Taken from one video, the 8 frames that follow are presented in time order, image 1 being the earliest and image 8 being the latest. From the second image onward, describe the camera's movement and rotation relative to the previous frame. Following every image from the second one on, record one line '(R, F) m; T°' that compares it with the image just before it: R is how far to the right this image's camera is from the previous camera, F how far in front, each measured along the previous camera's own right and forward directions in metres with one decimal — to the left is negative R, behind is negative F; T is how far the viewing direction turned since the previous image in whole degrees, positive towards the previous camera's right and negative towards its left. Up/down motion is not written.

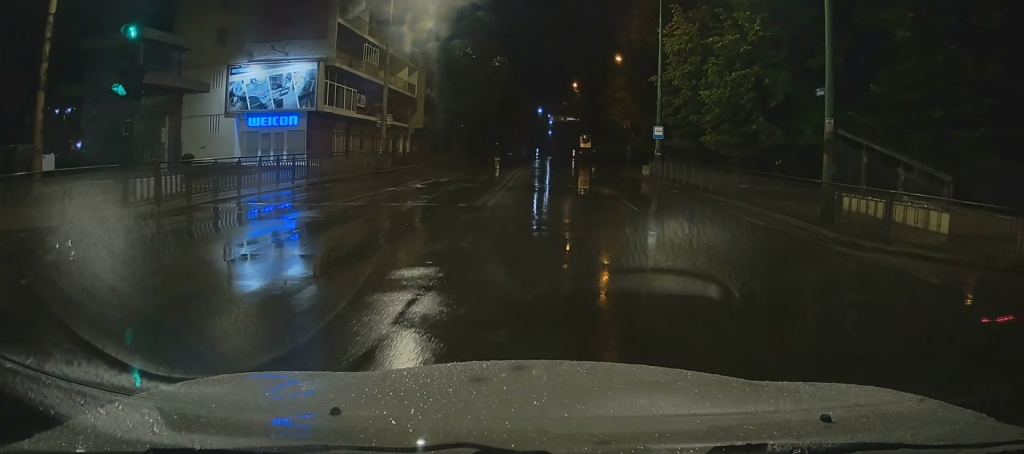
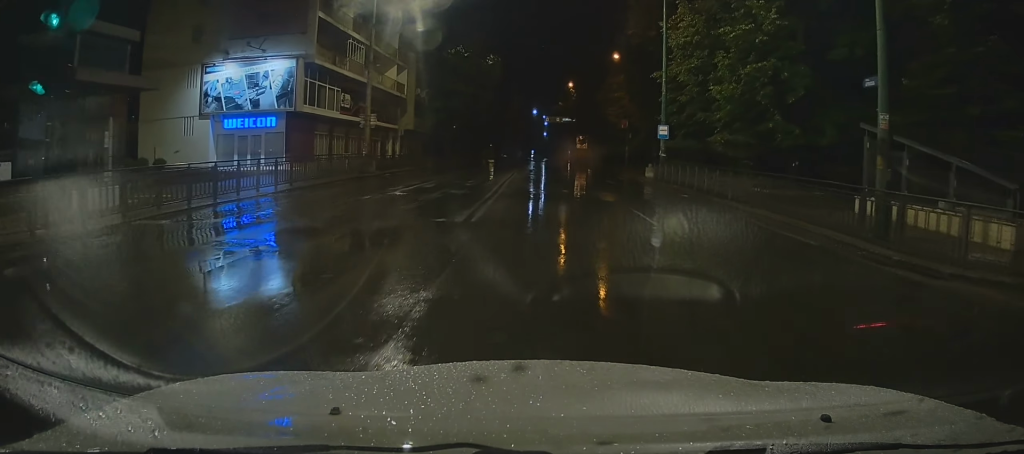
(0.0, +3.5) m; -1°
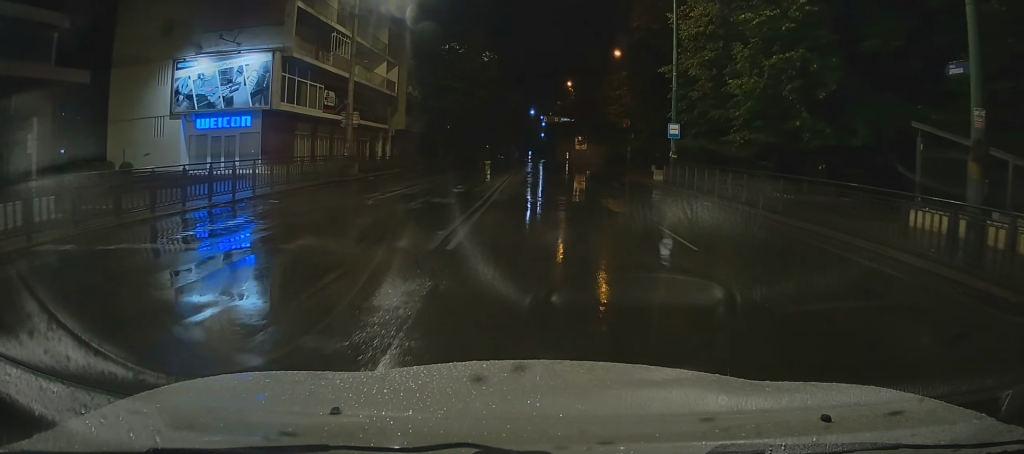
(-0.1, +4.1) m; +1°
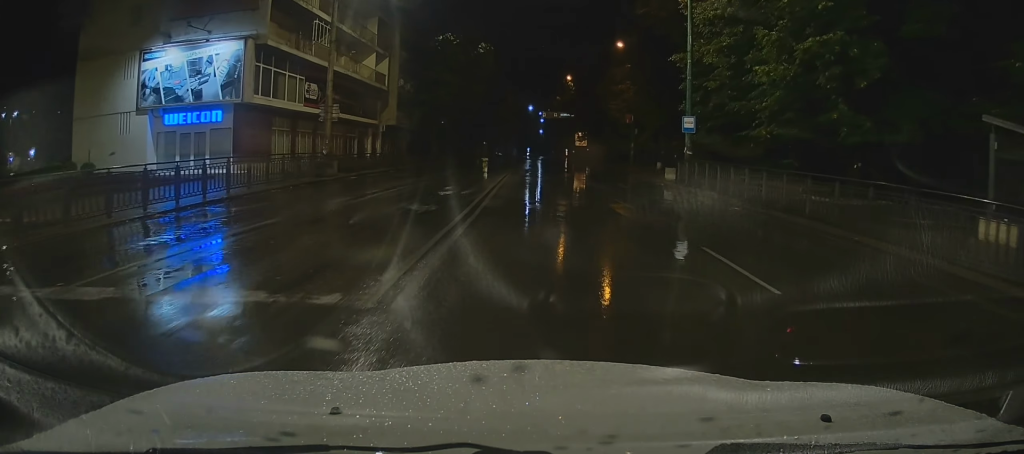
(-0.1, +4.1) m; +1°
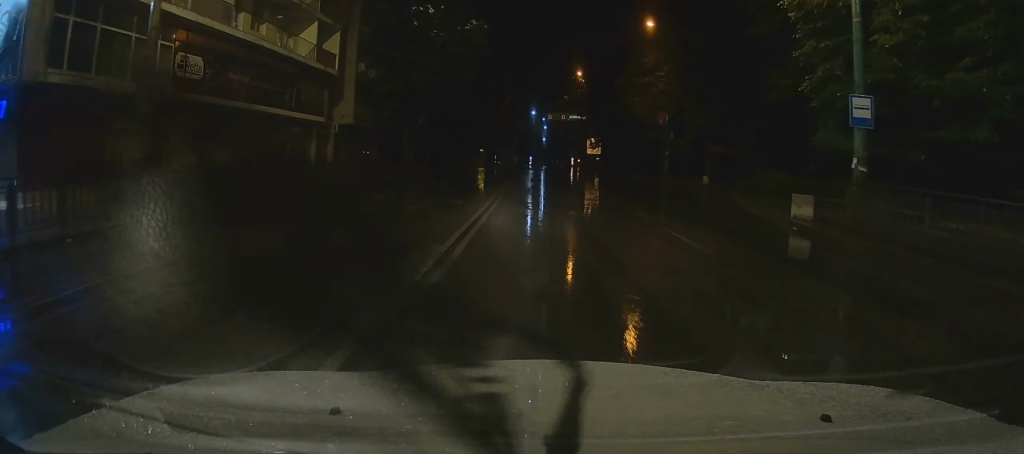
(+1.5, +16.7) m; +9°
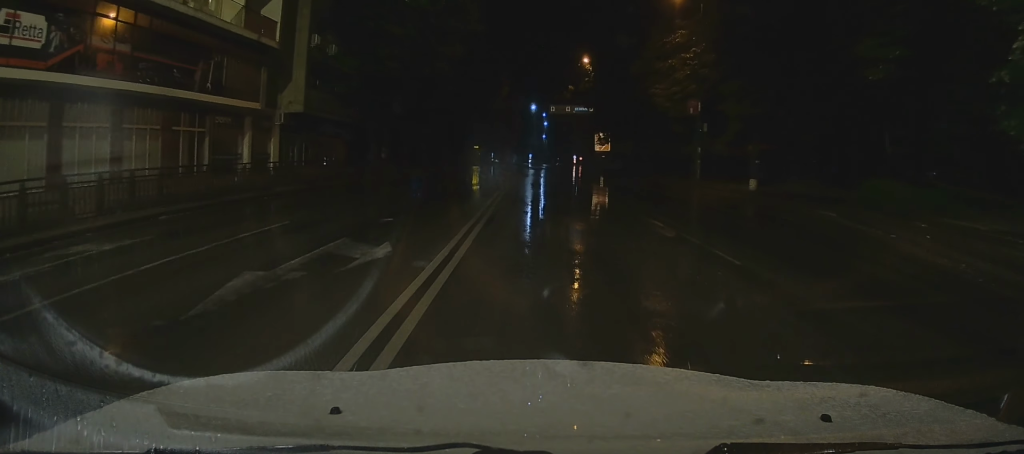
(+0.3, +9.9) m; +1°
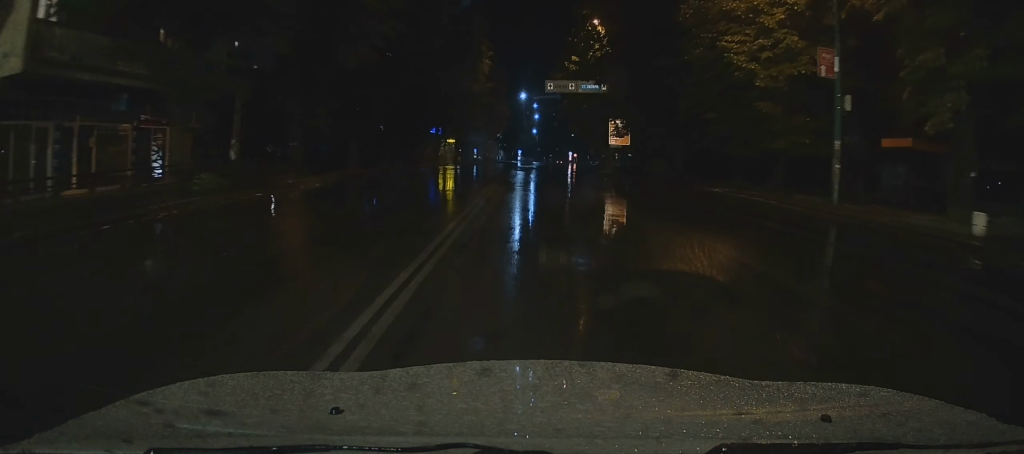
(+0.4, +20.2) m; +3°
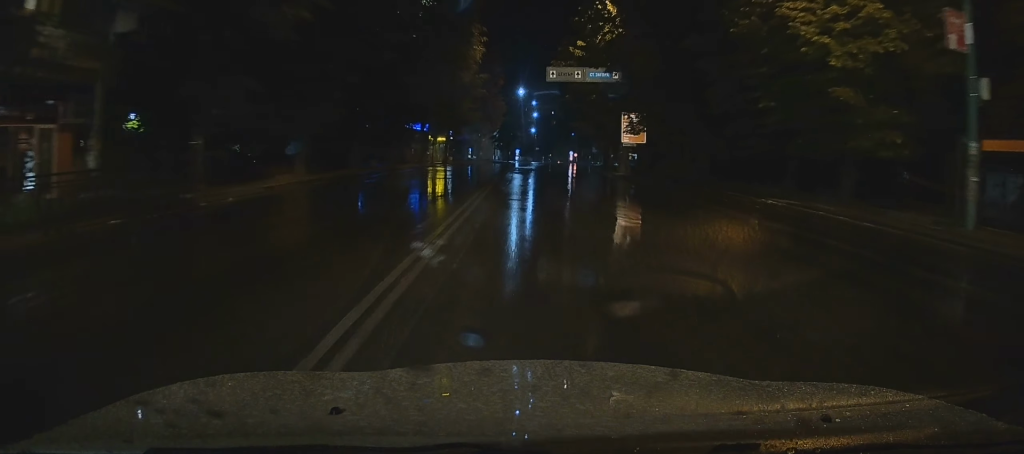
(+0.1, +7.8) m; 0°
